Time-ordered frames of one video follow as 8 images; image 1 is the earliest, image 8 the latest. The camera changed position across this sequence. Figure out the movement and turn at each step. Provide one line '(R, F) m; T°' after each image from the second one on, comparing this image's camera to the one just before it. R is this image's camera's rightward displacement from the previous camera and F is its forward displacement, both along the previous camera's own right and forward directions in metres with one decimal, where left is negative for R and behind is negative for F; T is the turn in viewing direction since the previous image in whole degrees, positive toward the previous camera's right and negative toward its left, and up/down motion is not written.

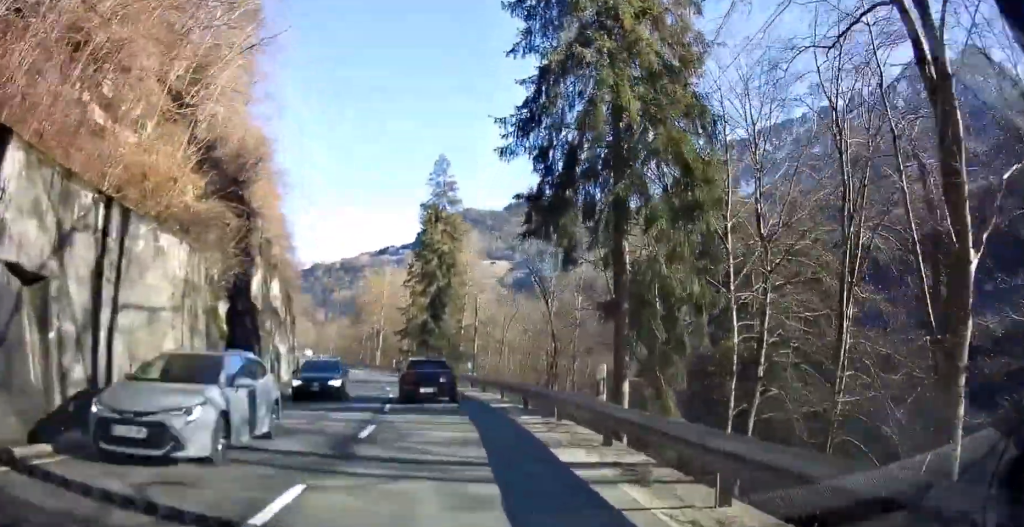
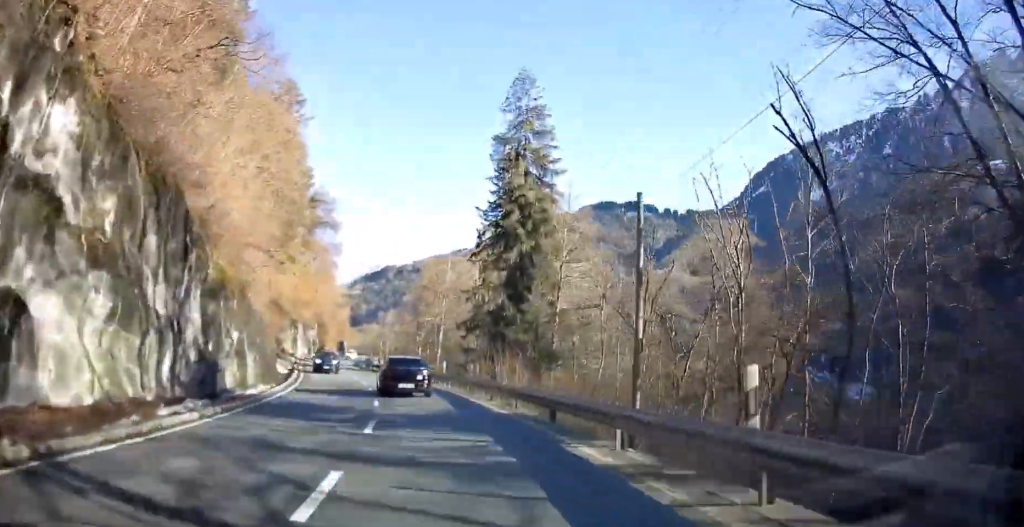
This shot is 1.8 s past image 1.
(-1.8, +22.6) m; -14°
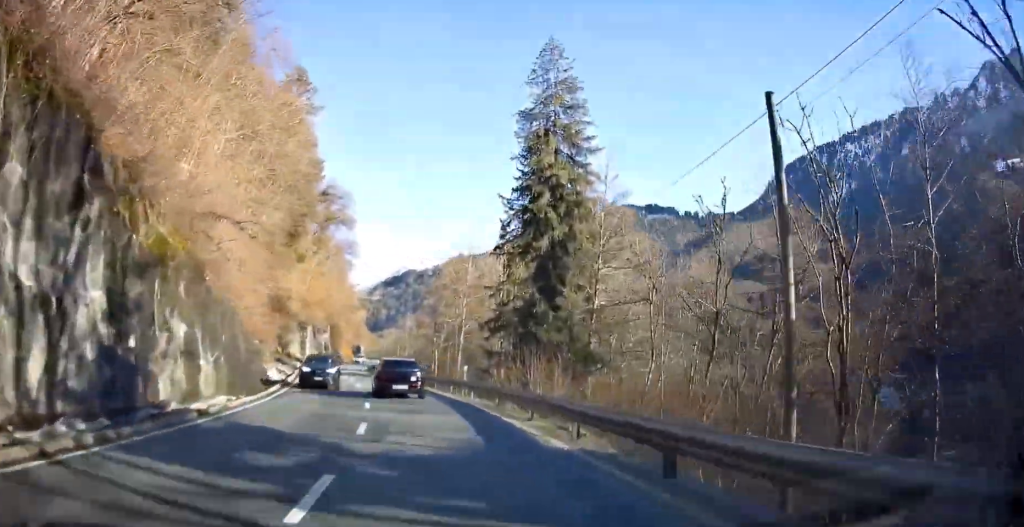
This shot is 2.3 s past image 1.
(-0.7, +6.3) m; -3°
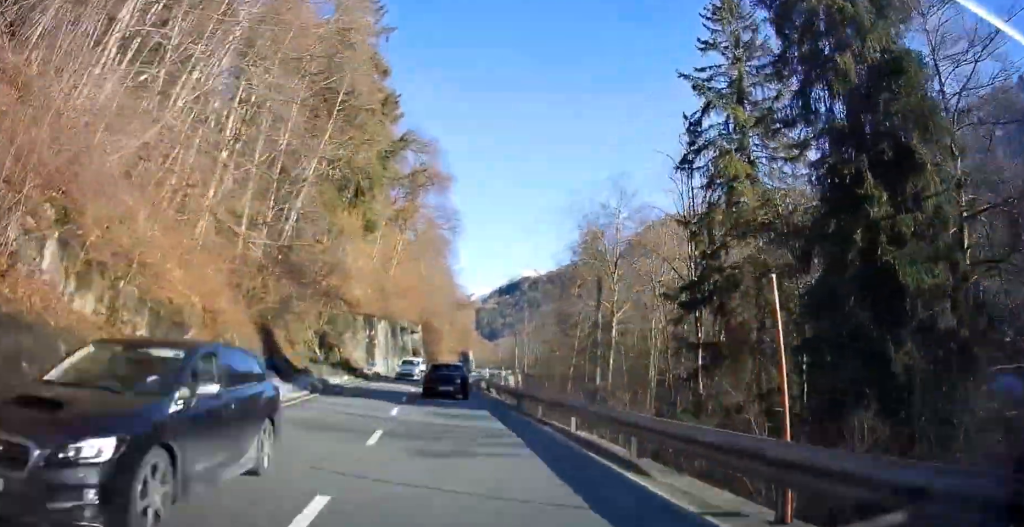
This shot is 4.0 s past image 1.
(-0.4, +25.2) m; -4°
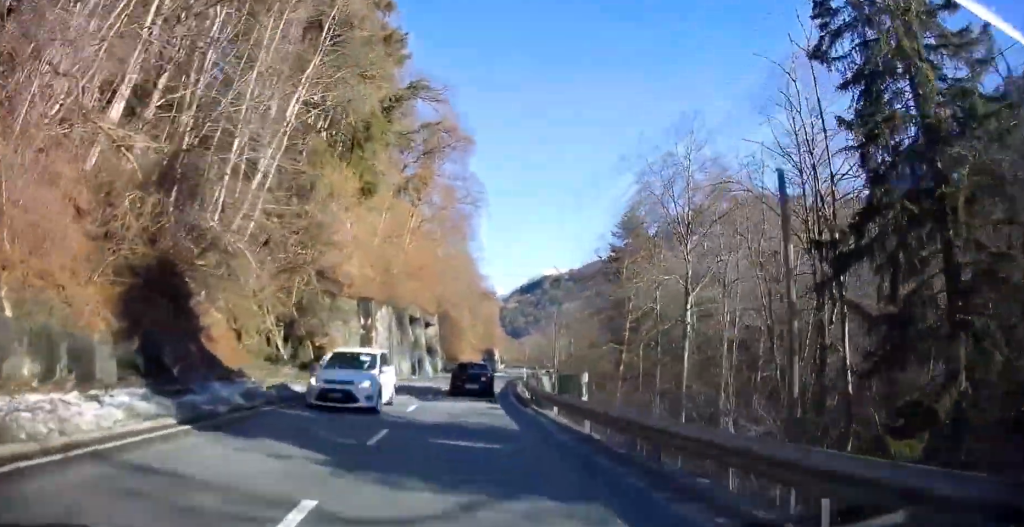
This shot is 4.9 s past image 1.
(-0.4, +12.4) m; -3°
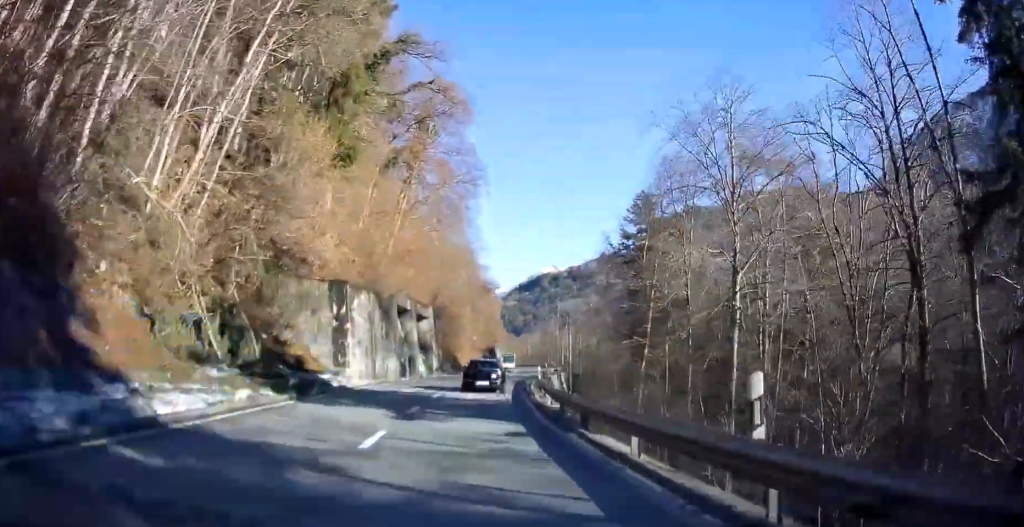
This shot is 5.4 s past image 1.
(-0.5, +7.6) m; -1°
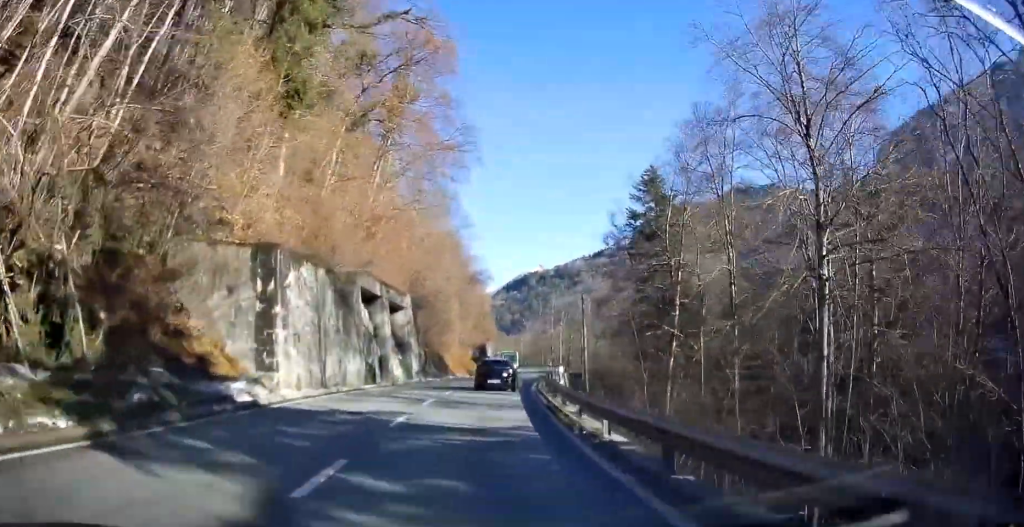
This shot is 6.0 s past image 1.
(+0.2, +9.1) m; +3°
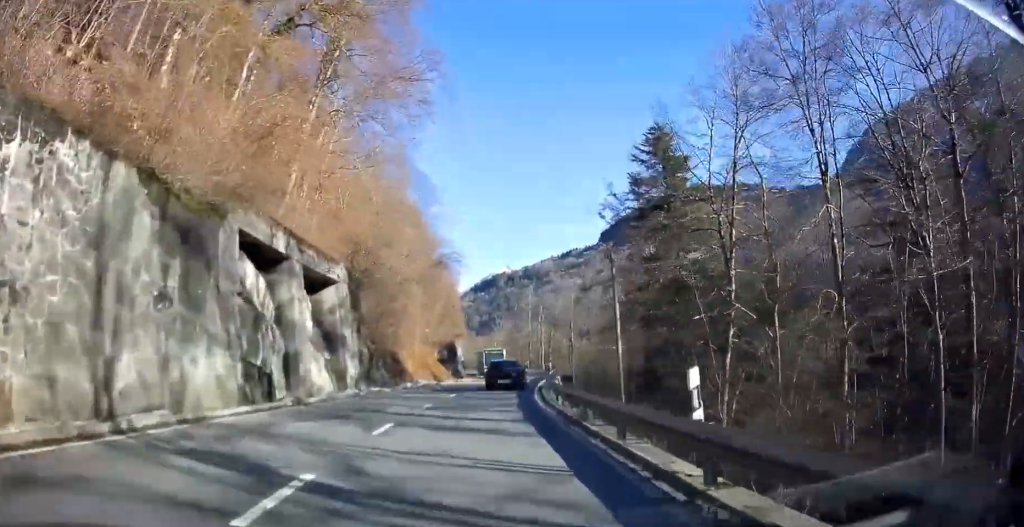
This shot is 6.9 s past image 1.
(+0.6, +13.5) m; +5°
